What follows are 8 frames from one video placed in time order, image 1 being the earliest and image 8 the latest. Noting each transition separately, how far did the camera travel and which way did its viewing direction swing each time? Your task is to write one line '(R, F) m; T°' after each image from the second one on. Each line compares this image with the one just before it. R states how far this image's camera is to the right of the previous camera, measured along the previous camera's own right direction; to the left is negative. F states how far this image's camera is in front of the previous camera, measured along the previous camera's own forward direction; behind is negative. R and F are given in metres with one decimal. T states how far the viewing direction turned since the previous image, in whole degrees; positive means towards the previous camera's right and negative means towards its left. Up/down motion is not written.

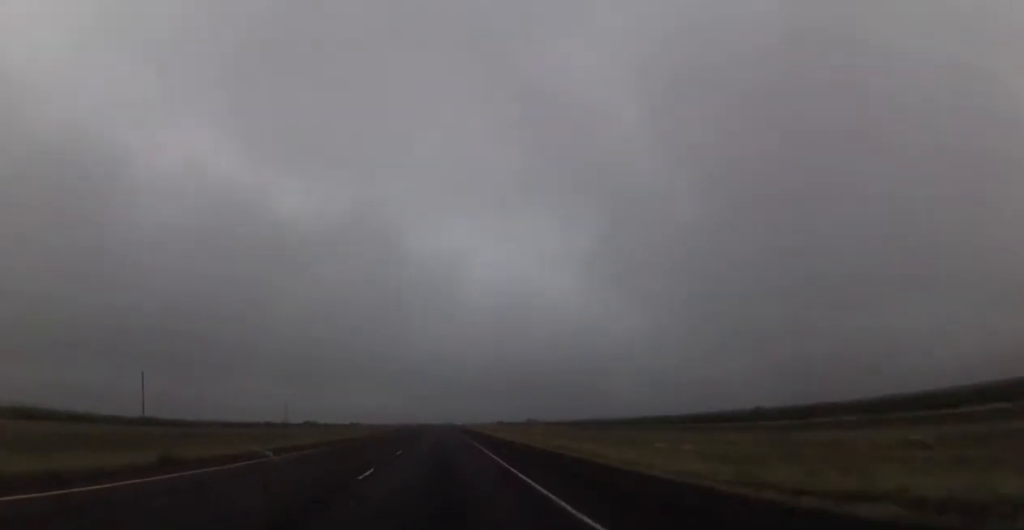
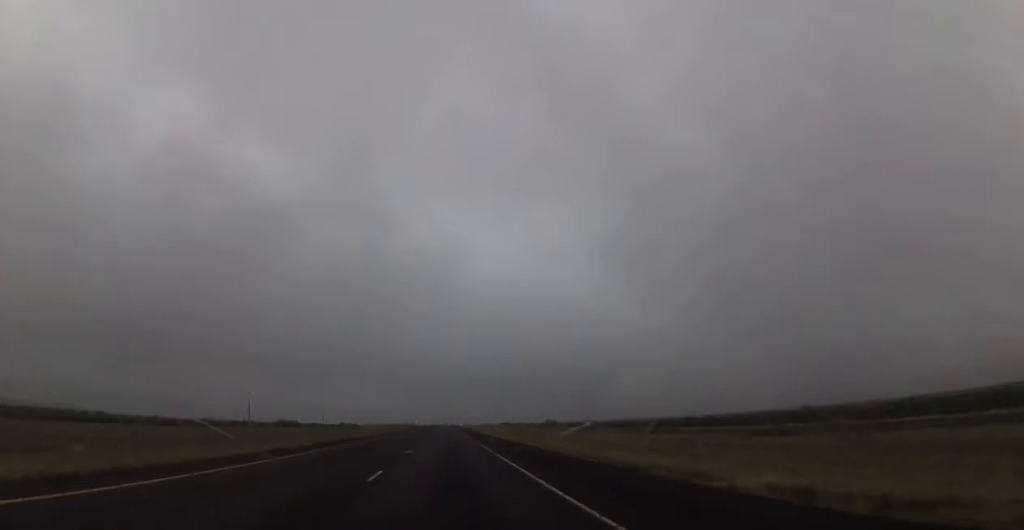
(+0.4, +49.5) m; +1°
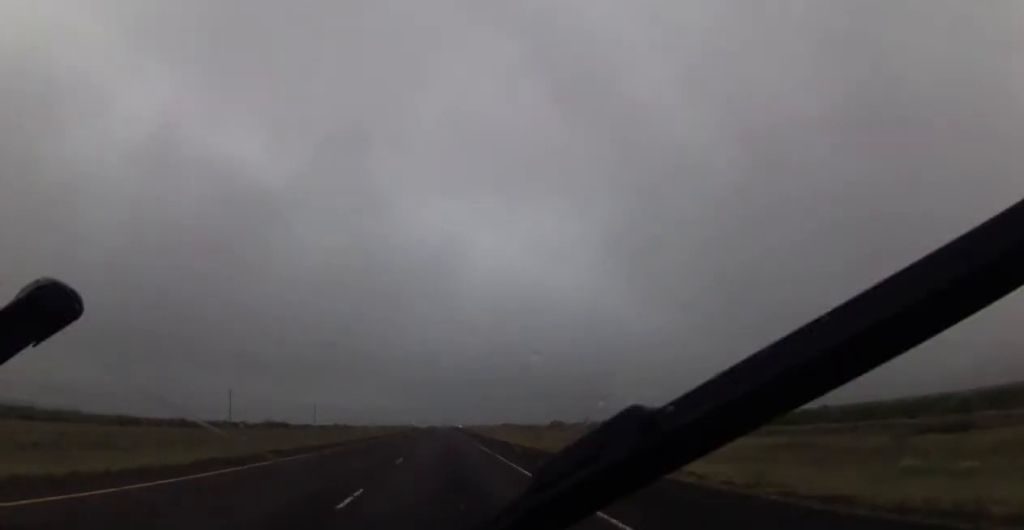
(0.0, +16.9) m; 0°
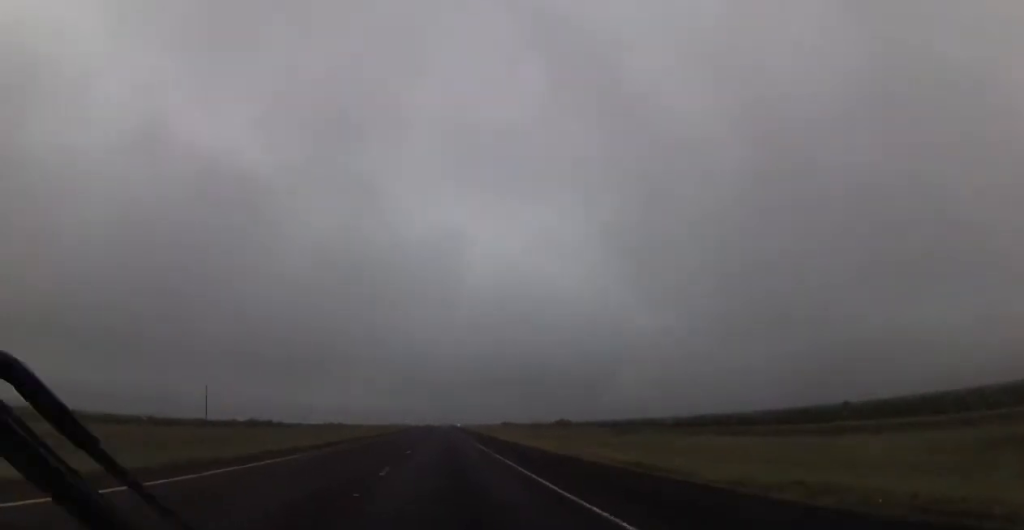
(0.0, +18.1) m; 0°
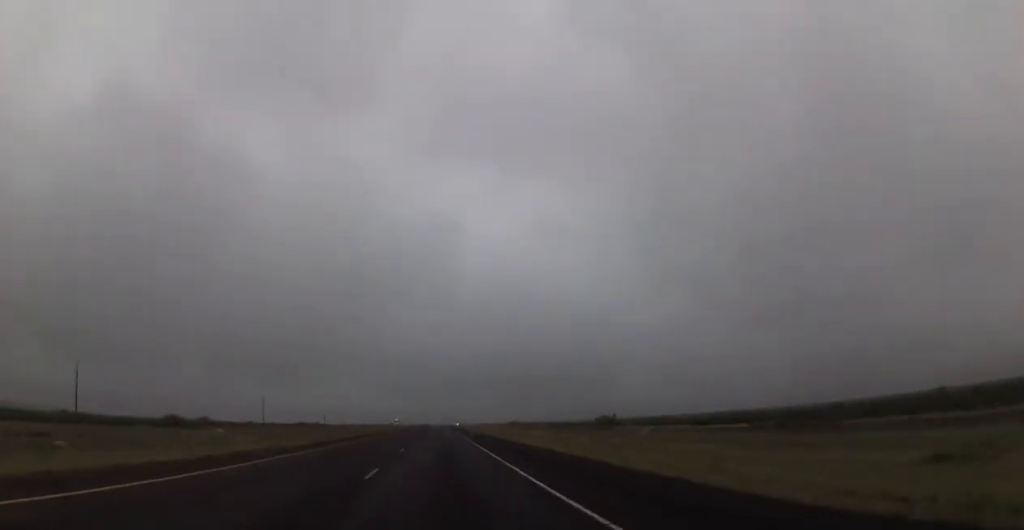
(+0.2, +62.8) m; +1°
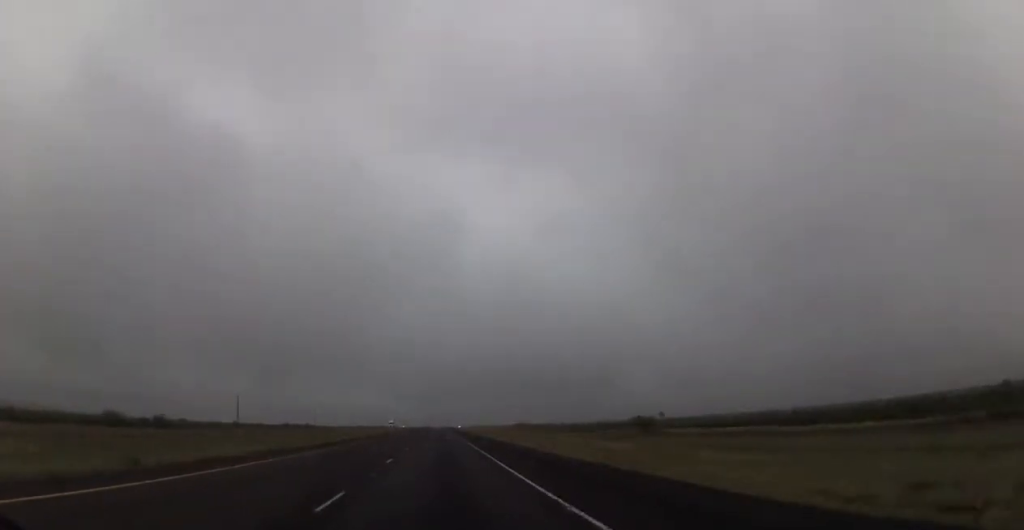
(+0.2, +30.2) m; 0°
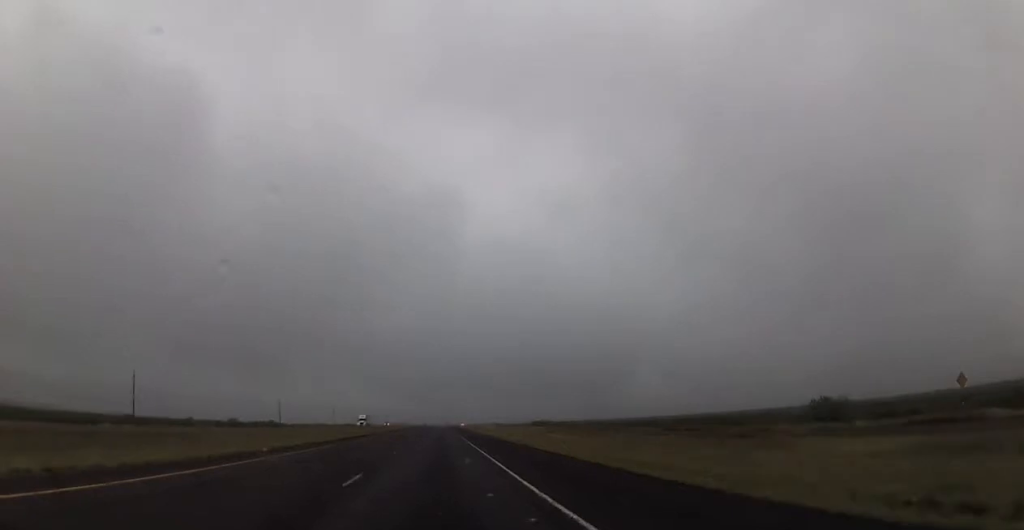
(-1.1, +70.0) m; -1°
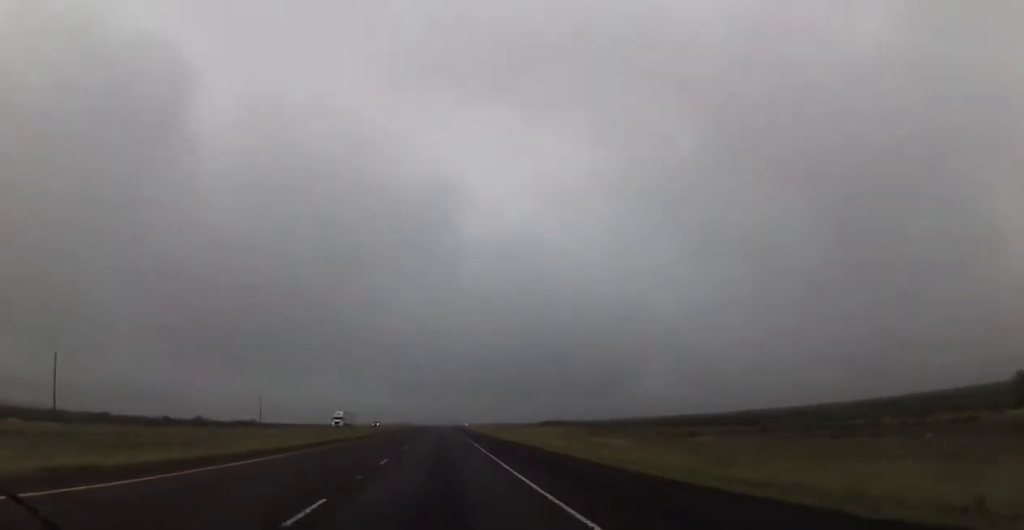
(0.0, +30.2) m; +1°
